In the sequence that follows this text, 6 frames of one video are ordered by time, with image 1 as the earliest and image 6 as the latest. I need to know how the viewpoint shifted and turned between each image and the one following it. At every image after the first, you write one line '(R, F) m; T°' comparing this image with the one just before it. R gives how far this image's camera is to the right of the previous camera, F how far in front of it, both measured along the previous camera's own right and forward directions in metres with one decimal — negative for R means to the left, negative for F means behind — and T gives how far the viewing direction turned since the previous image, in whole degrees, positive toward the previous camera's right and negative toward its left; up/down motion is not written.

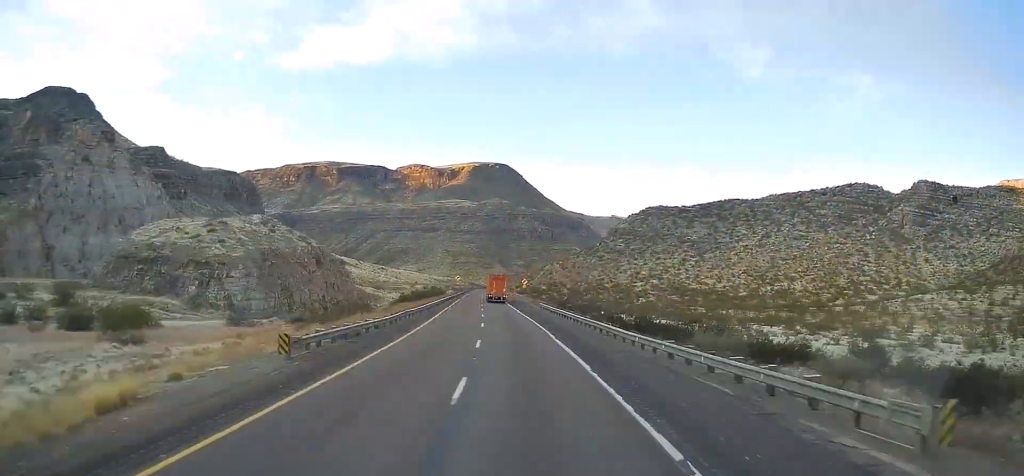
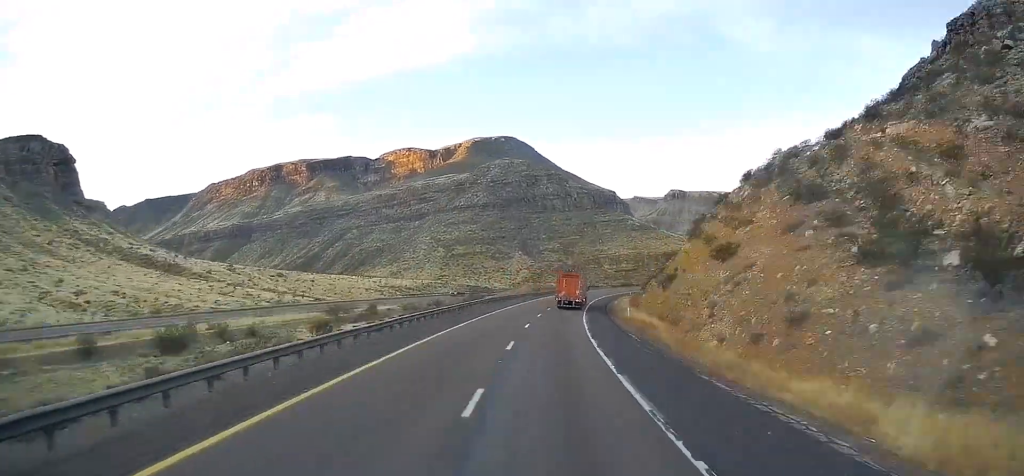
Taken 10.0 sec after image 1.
(-12.5, +247.0) m; +6°
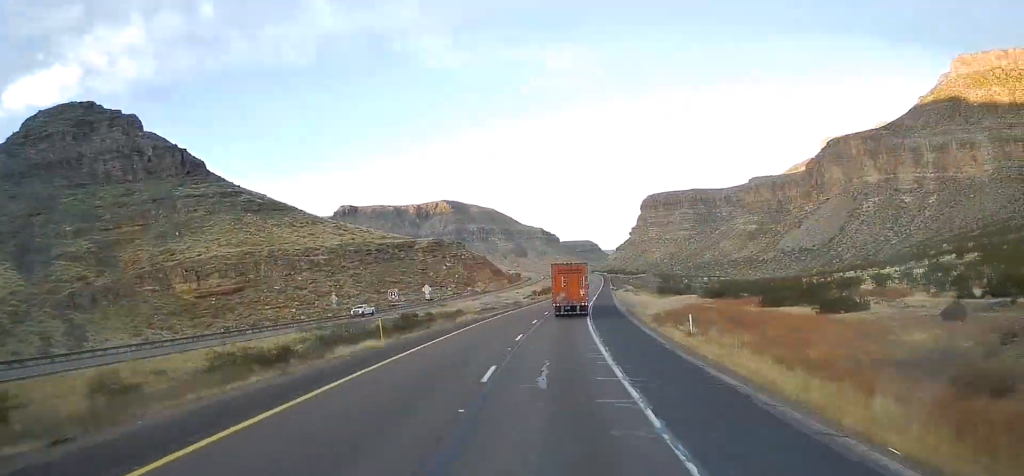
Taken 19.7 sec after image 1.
(+36.6, +236.5) m; +14°
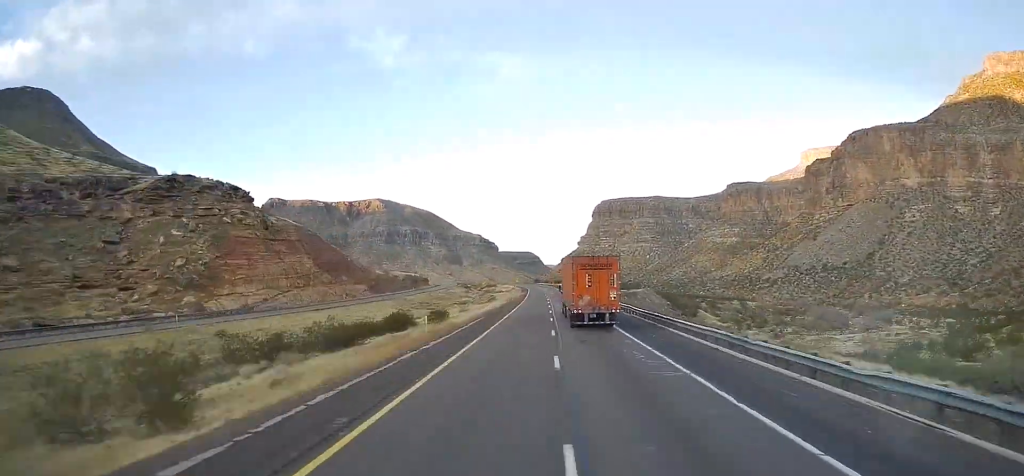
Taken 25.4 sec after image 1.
(+19.2, +139.6) m; +6°
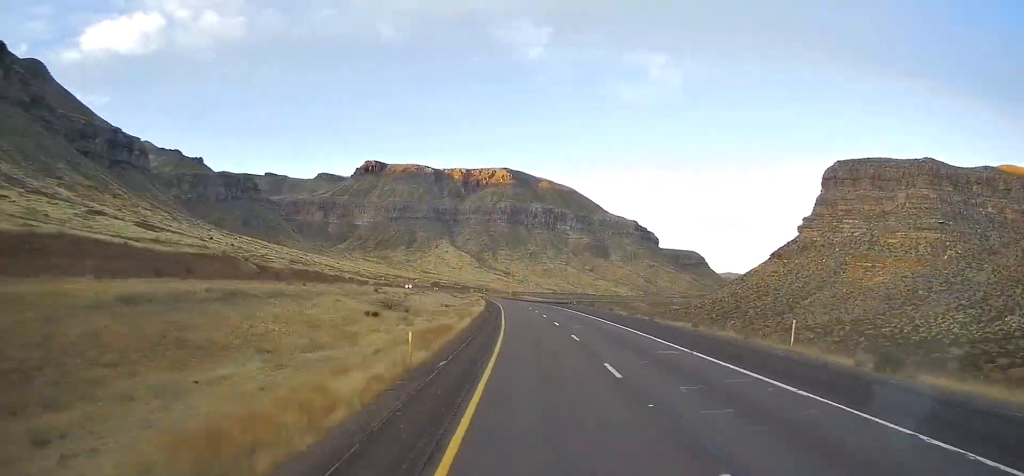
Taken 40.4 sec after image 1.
(-43.7, +455.4) m; -9°
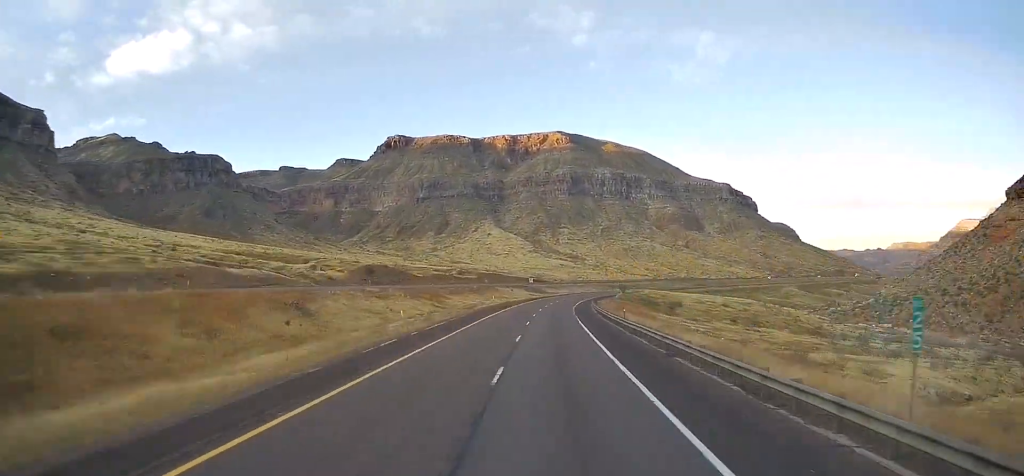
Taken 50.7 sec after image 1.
(-9.8, +300.4) m; +8°
